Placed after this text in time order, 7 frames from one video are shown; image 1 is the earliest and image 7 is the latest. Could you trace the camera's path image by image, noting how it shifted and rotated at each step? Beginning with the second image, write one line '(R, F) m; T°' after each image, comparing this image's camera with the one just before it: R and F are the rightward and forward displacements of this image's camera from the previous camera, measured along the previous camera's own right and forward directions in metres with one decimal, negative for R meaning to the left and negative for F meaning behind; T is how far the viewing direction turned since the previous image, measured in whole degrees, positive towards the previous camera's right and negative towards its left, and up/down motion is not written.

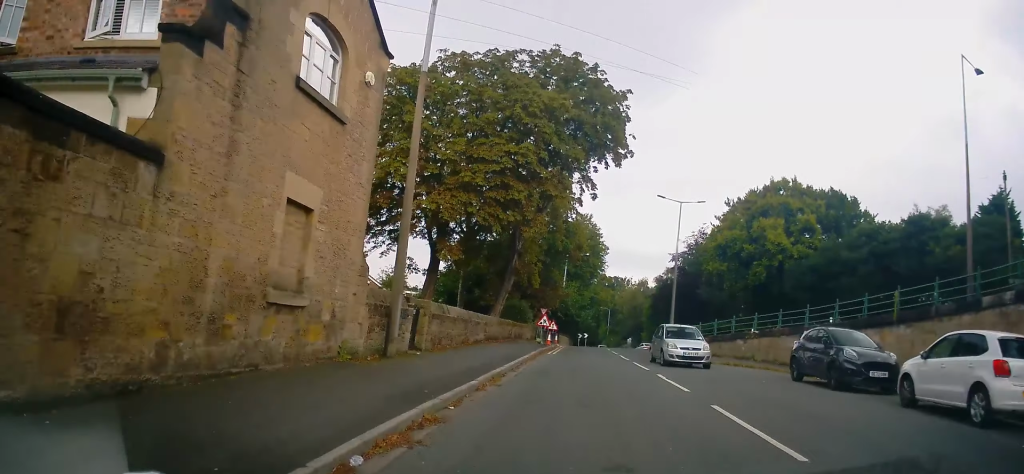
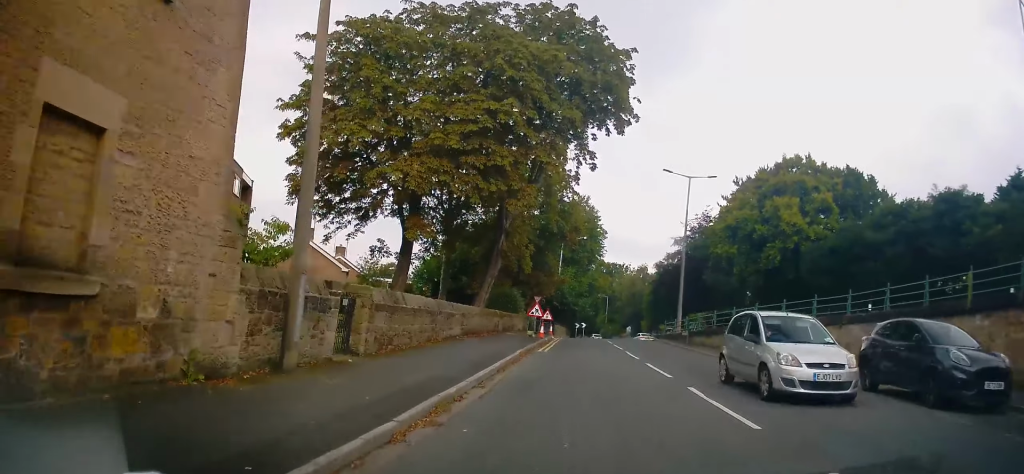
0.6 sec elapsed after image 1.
(0.0, +4.5) m; -2°
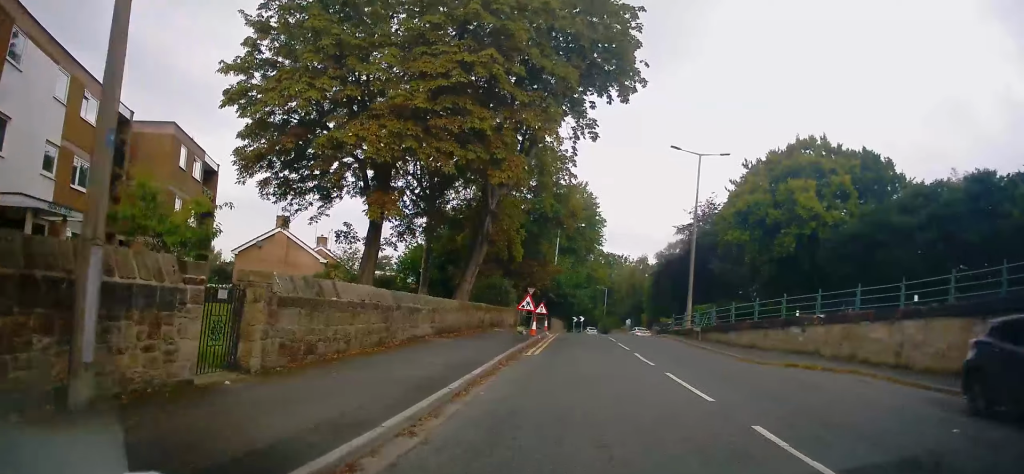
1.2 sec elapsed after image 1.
(0.0, +4.0) m; -1°
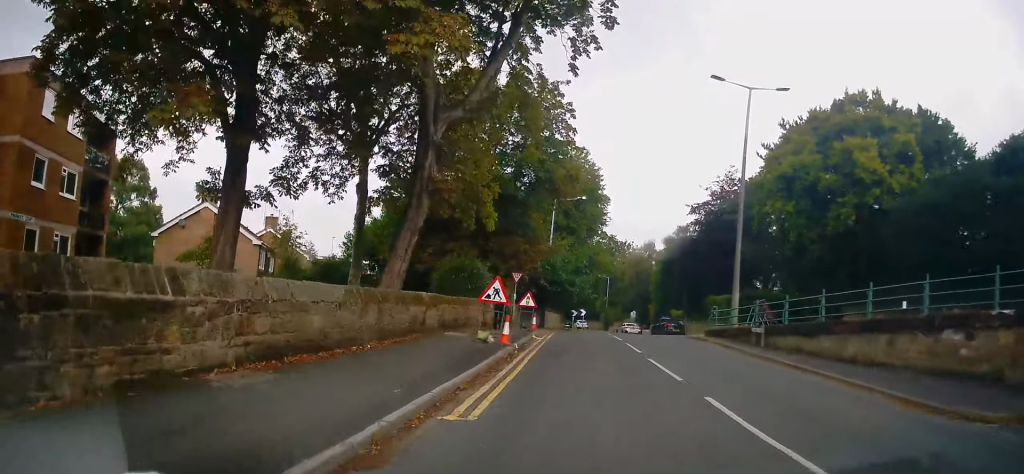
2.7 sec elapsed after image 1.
(0.0, +10.3) m; +4°
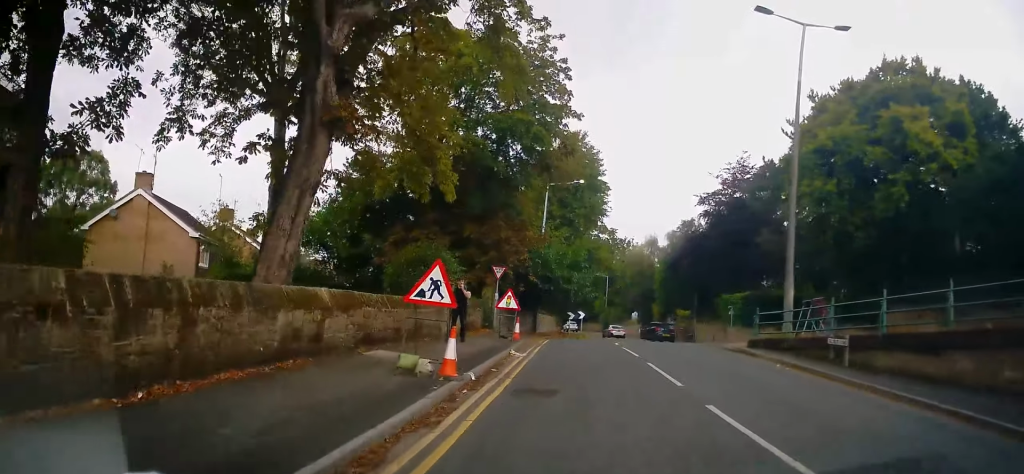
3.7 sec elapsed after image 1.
(+0.3, +6.8) m; +1°
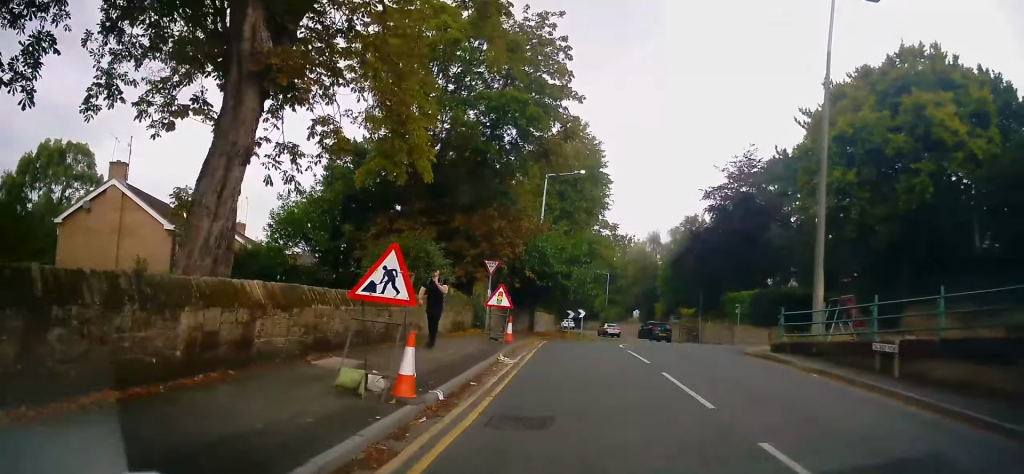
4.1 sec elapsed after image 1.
(0.0, +2.4) m; -1°
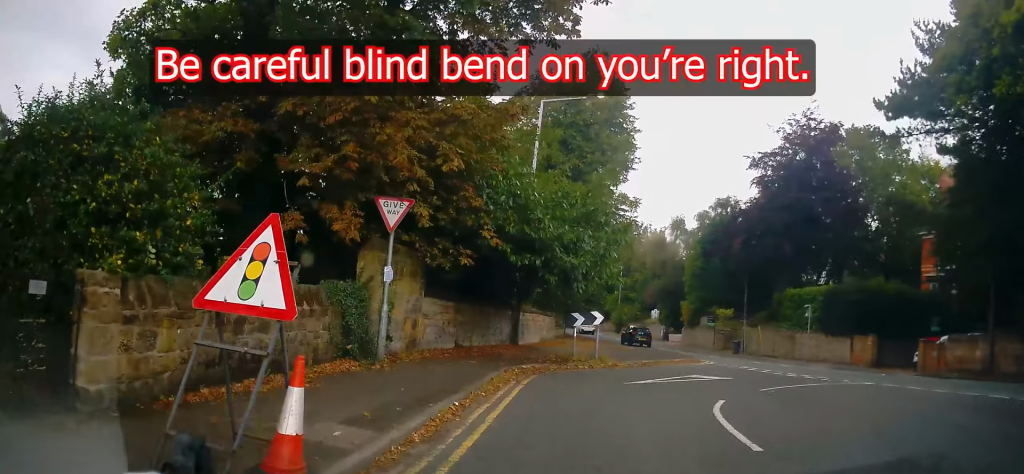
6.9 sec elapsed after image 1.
(-0.8, +14.5) m; 0°
